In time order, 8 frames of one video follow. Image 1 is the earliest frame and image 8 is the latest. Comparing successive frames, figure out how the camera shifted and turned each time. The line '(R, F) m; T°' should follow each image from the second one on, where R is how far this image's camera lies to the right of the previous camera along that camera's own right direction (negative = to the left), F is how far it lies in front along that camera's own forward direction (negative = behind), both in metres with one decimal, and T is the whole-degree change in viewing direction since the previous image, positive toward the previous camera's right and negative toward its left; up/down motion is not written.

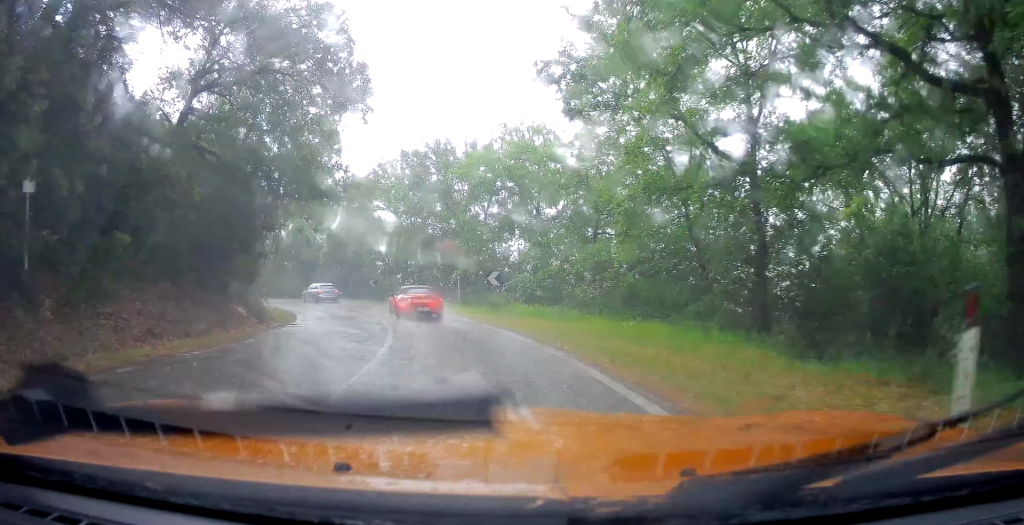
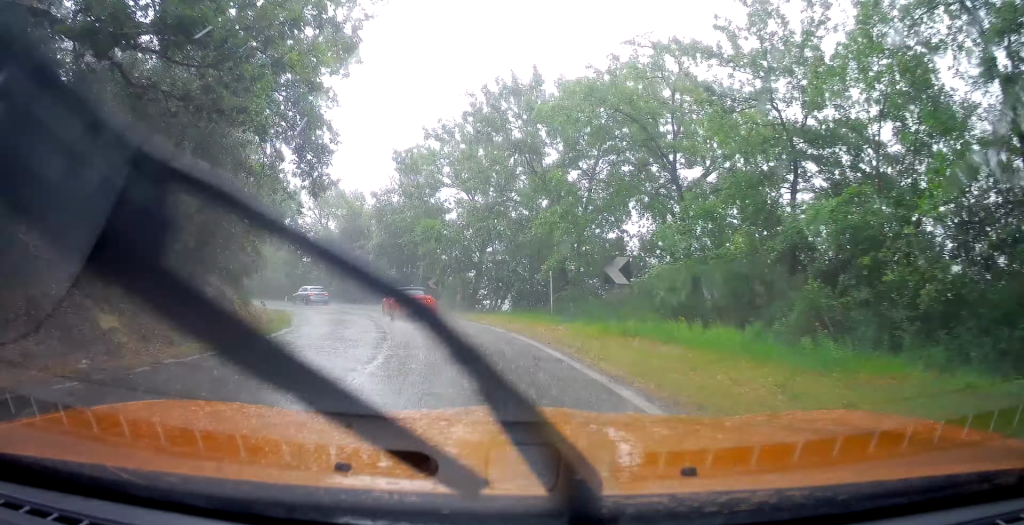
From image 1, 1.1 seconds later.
(-0.8, +11.3) m; -4°
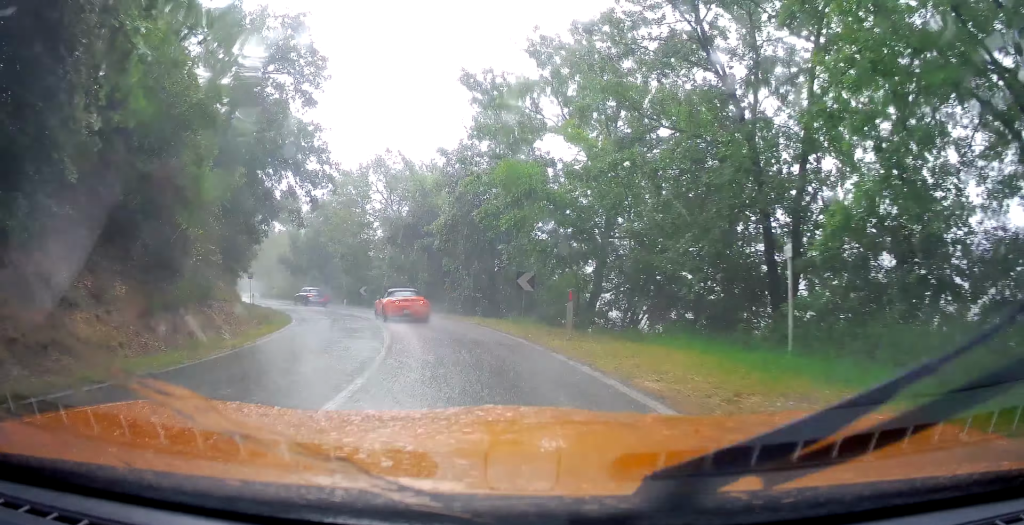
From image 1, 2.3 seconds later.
(+0.1, +12.3) m; -4°
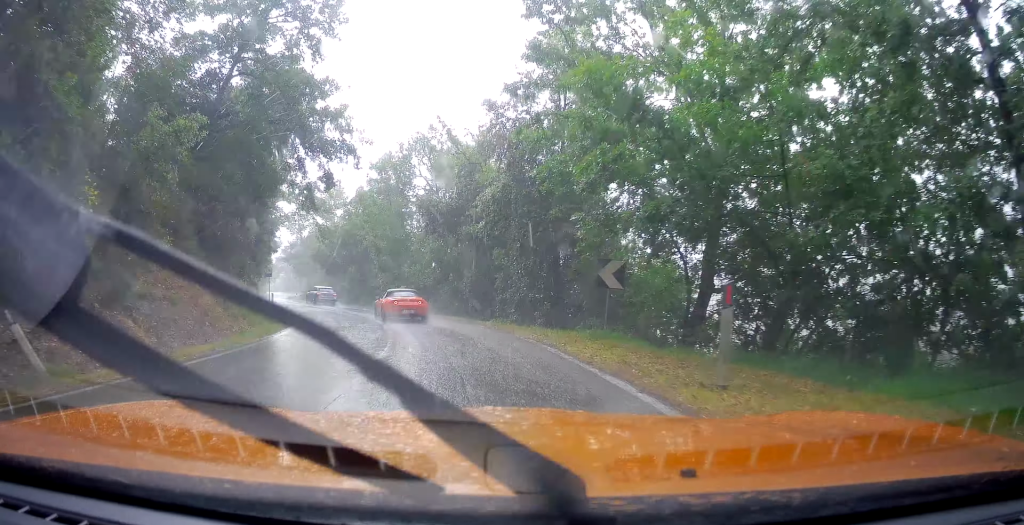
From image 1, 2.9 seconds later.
(-0.5, +6.7) m; -4°
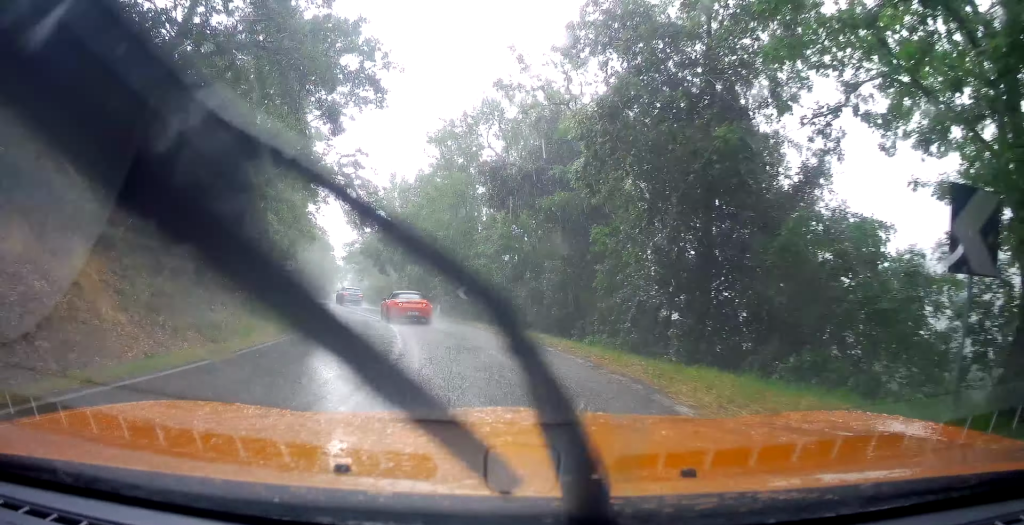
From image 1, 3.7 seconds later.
(-0.5, +8.5) m; -9°
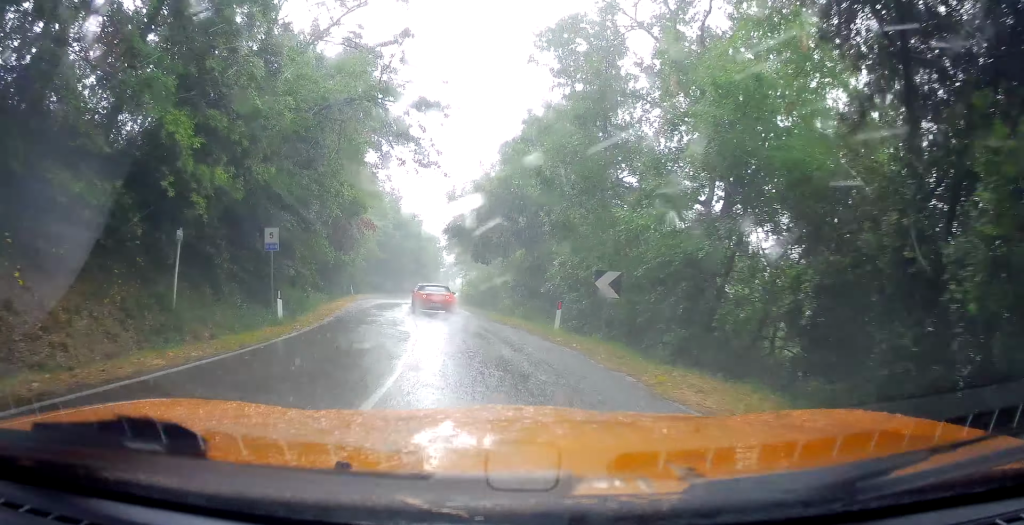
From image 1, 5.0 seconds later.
(-2.6, +13.4) m; -20°
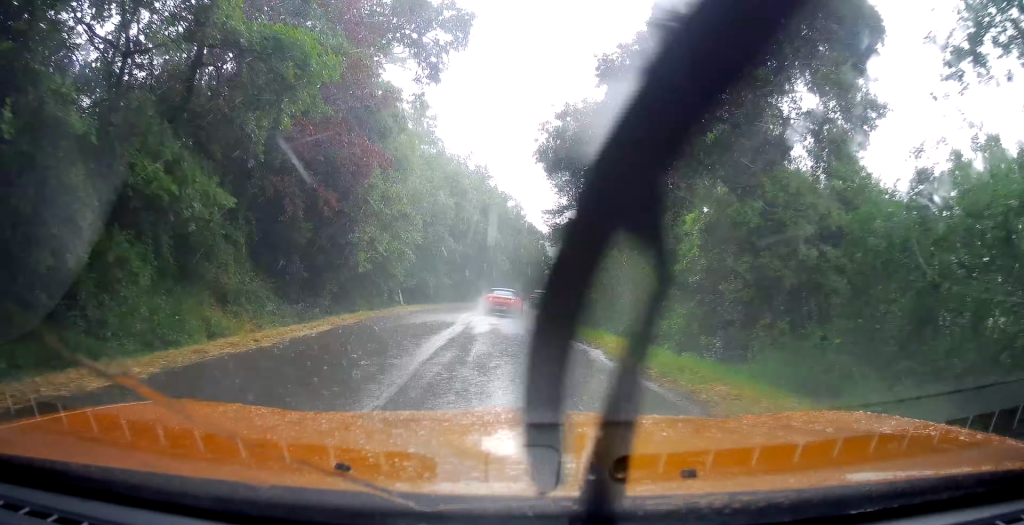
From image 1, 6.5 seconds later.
(-1.3, +16.9) m; -6°
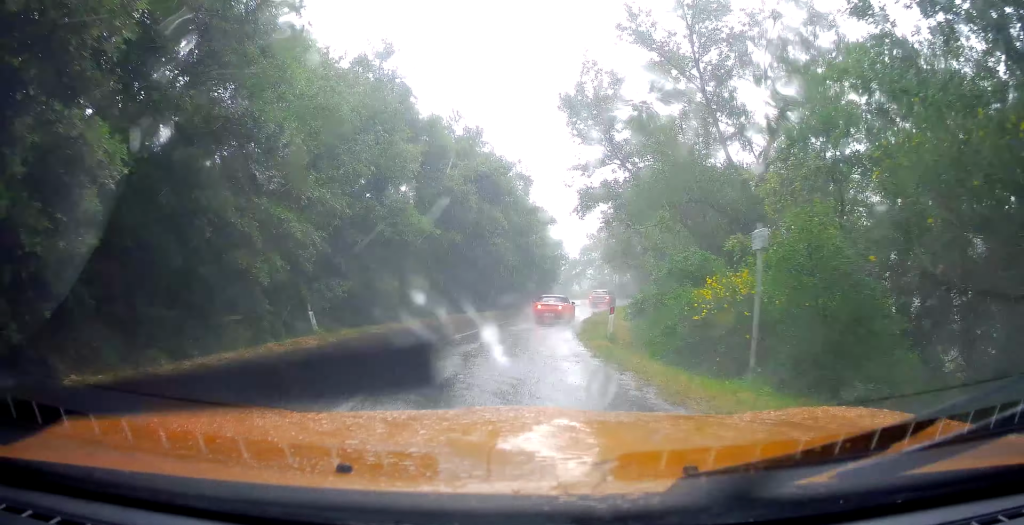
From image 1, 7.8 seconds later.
(-0.6, +14.6) m; -2°
